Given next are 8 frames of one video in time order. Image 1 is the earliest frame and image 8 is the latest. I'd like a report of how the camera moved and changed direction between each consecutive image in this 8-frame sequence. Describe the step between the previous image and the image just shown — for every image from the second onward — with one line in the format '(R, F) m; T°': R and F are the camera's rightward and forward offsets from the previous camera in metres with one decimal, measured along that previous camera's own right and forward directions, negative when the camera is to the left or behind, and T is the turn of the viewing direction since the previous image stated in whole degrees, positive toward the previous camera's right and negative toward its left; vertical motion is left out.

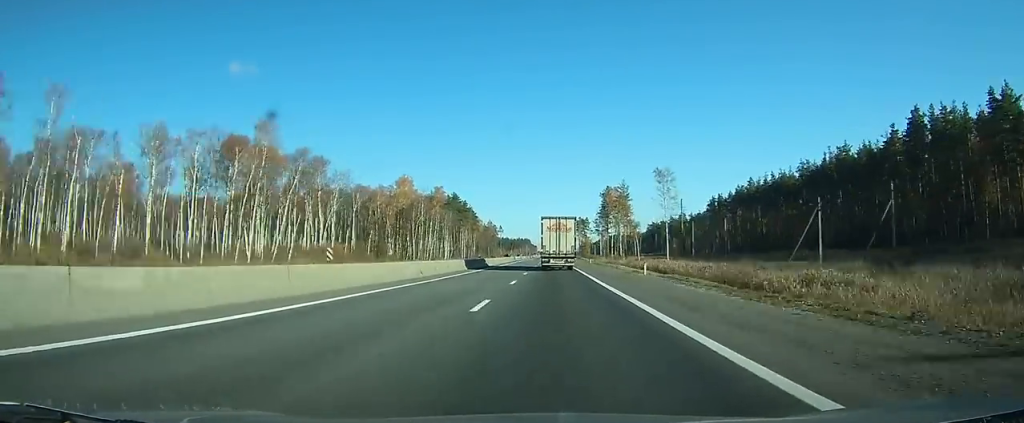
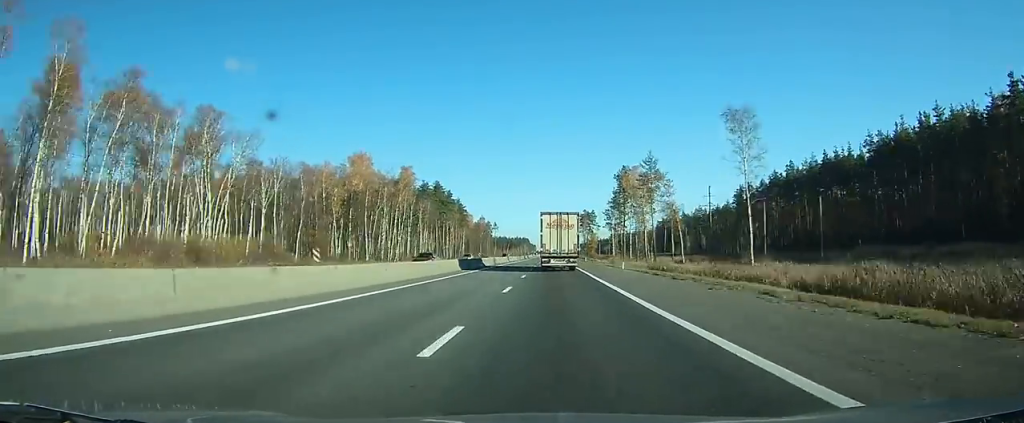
(+0.1, +42.2) m; 0°
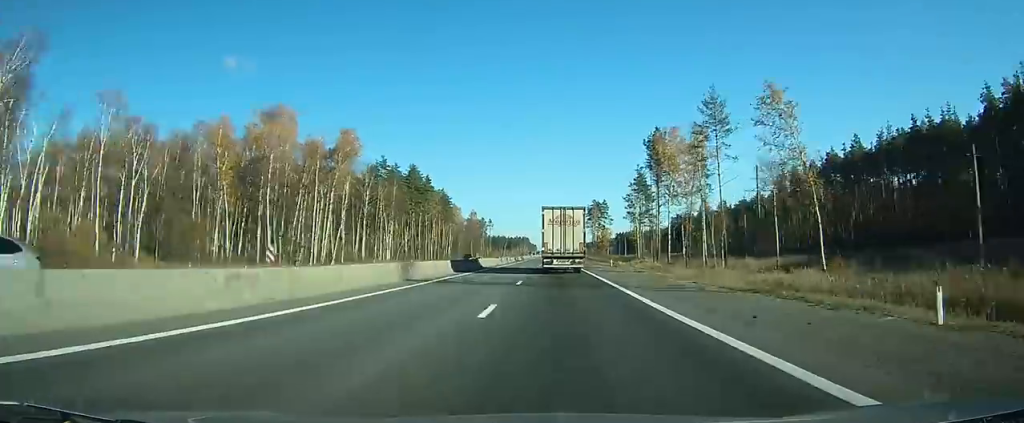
(+0.1, +42.8) m; 0°
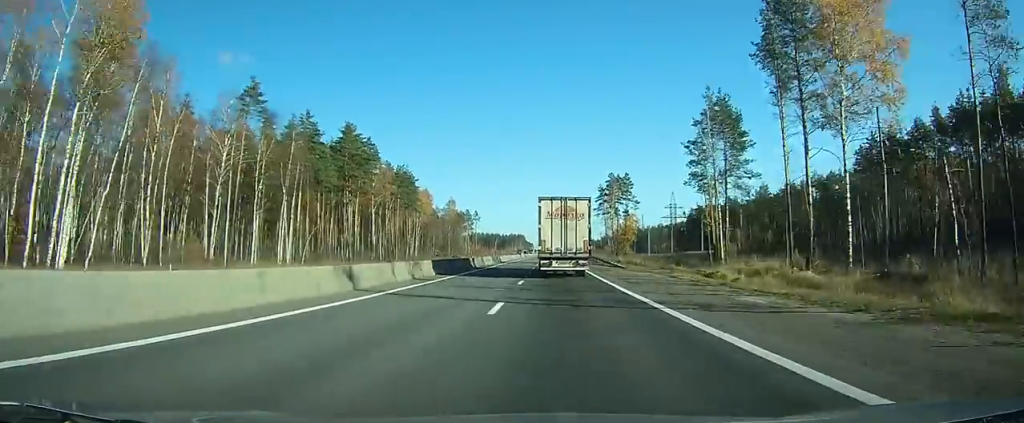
(0.0, +56.7) m; 0°
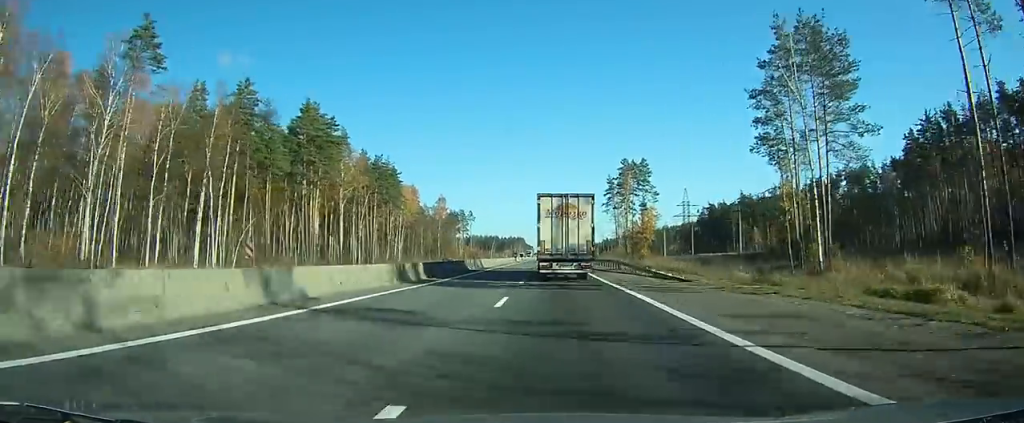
(0.0, +21.7) m; 0°
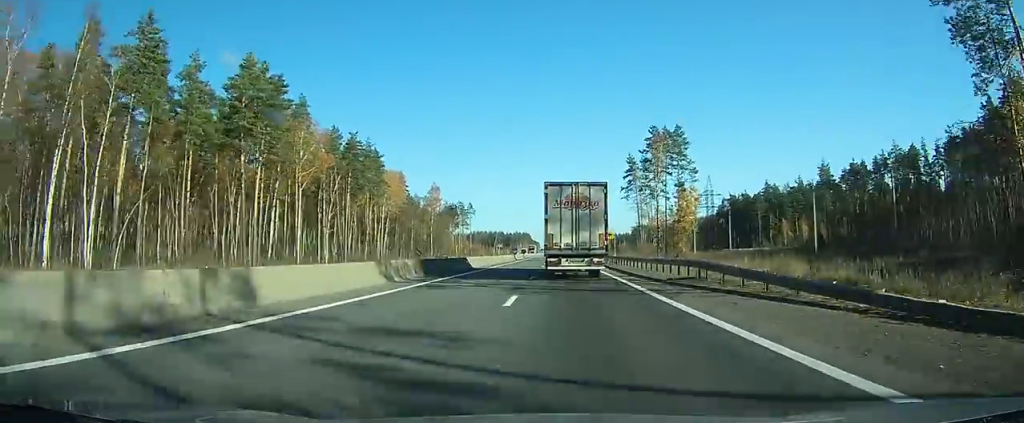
(0.0, +24.7) m; 0°
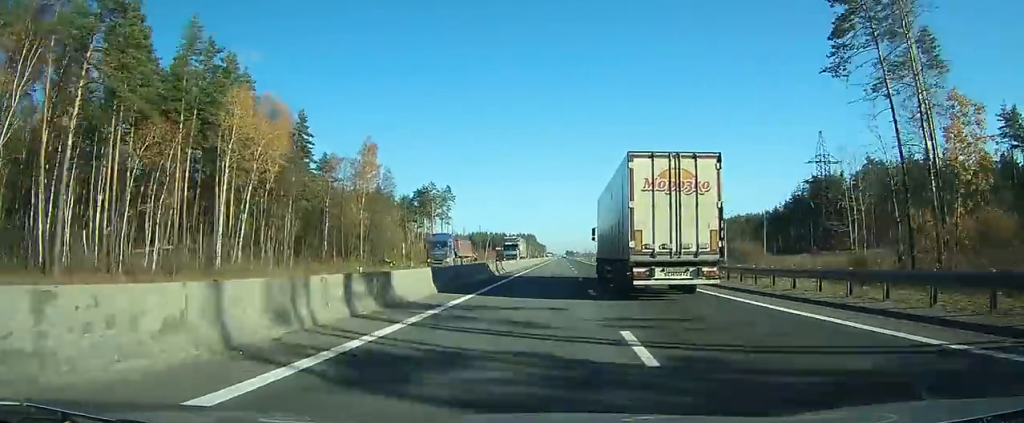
(-0.4, +81.9) m; 0°
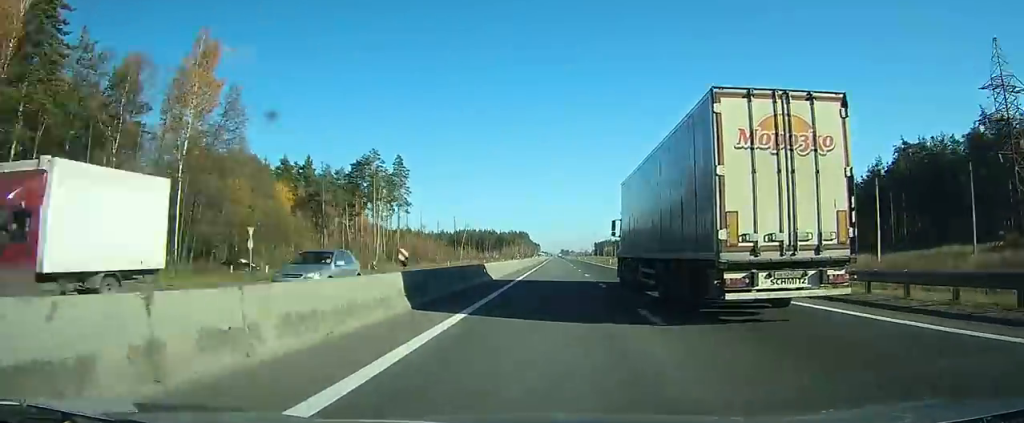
(+0.2, +56.7) m; 0°
